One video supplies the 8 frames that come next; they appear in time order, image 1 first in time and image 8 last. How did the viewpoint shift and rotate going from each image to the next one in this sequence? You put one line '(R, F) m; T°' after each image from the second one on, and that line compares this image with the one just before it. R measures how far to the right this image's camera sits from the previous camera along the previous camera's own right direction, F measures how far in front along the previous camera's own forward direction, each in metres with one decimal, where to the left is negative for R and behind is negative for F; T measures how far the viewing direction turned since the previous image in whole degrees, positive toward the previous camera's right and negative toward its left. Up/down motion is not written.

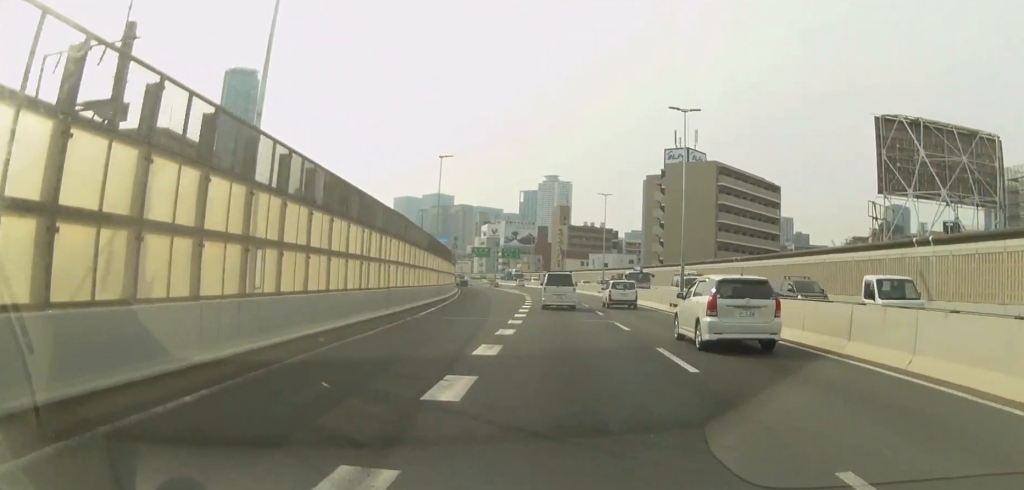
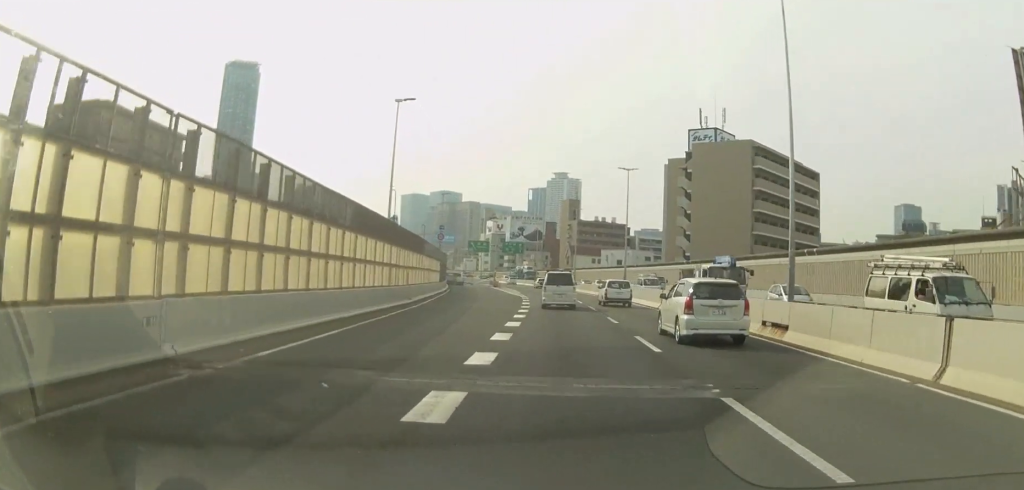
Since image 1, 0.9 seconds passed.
(+0.3, +16.0) m; 0°
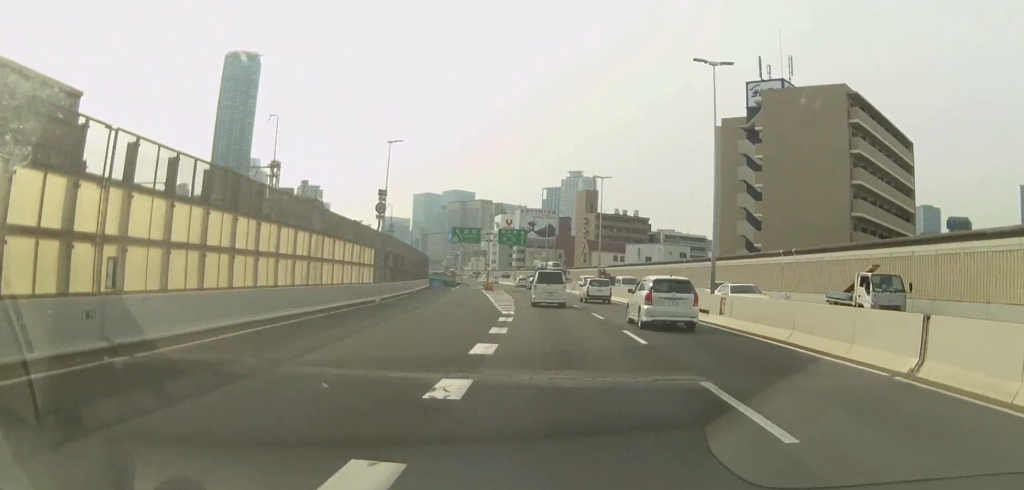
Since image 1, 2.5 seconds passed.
(-0.3, +28.6) m; -1°
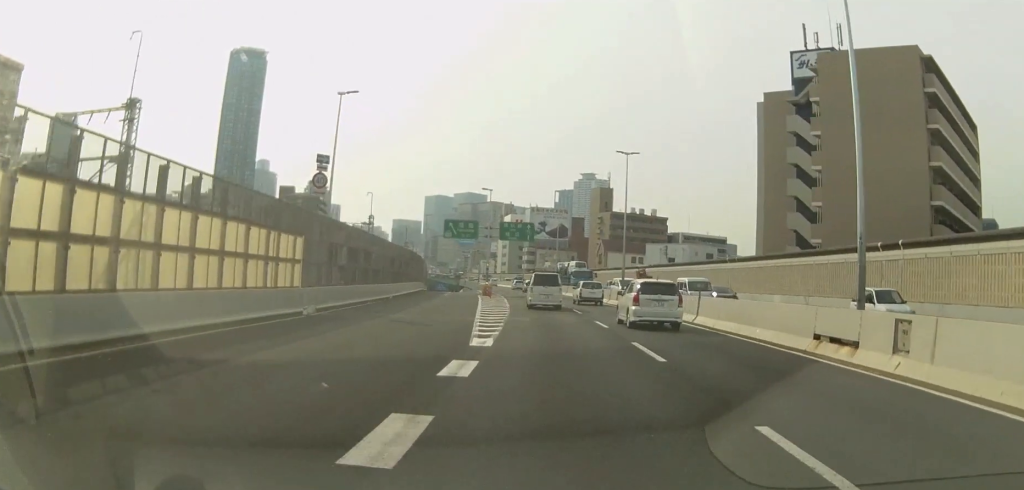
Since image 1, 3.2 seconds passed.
(-0.2, +13.2) m; -1°
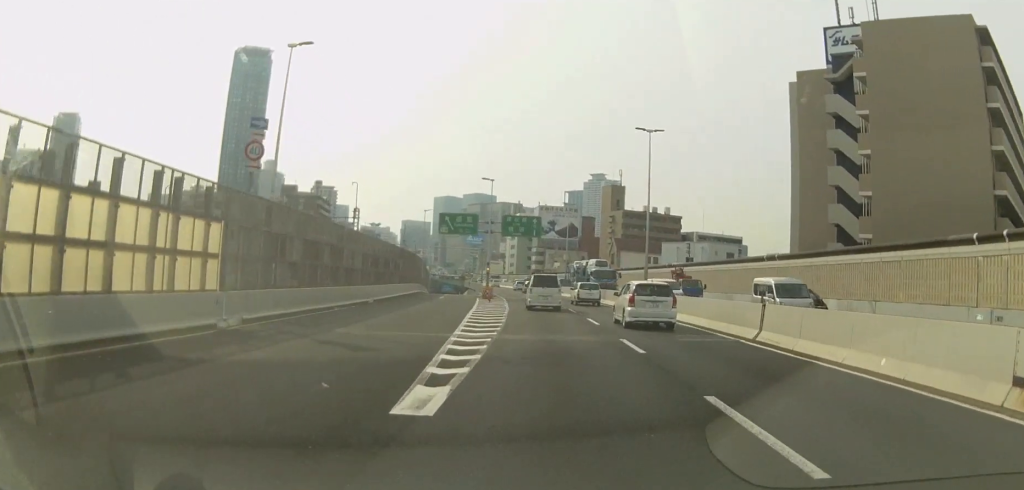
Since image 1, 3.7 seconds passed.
(-0.1, +7.8) m; -1°
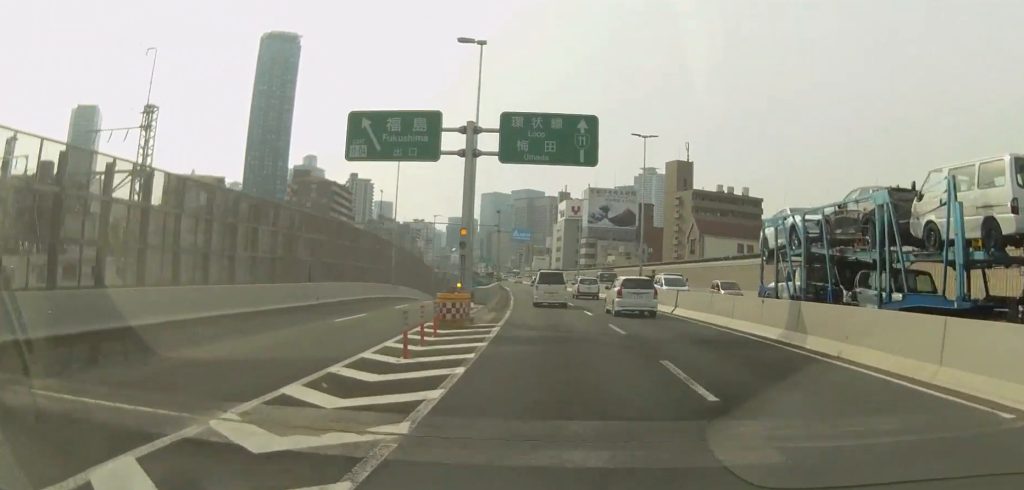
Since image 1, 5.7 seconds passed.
(-0.6, +36.1) m; -2°
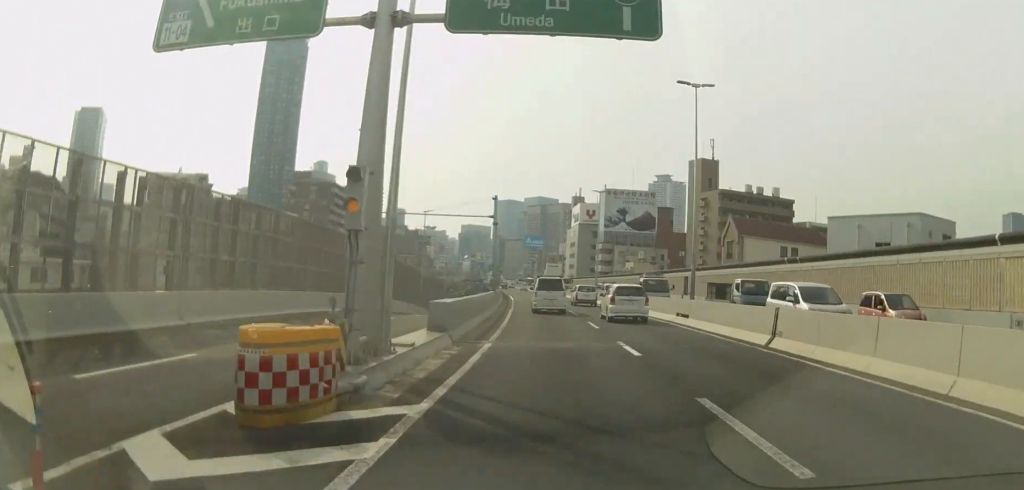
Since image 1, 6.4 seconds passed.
(0.0, +13.9) m; -1°
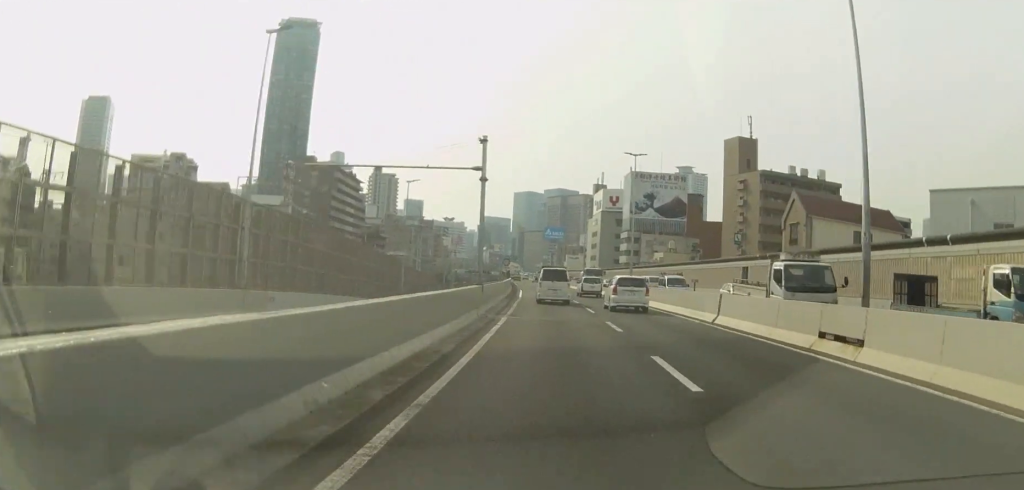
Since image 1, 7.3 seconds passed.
(-0.3, +15.1) m; -2°
